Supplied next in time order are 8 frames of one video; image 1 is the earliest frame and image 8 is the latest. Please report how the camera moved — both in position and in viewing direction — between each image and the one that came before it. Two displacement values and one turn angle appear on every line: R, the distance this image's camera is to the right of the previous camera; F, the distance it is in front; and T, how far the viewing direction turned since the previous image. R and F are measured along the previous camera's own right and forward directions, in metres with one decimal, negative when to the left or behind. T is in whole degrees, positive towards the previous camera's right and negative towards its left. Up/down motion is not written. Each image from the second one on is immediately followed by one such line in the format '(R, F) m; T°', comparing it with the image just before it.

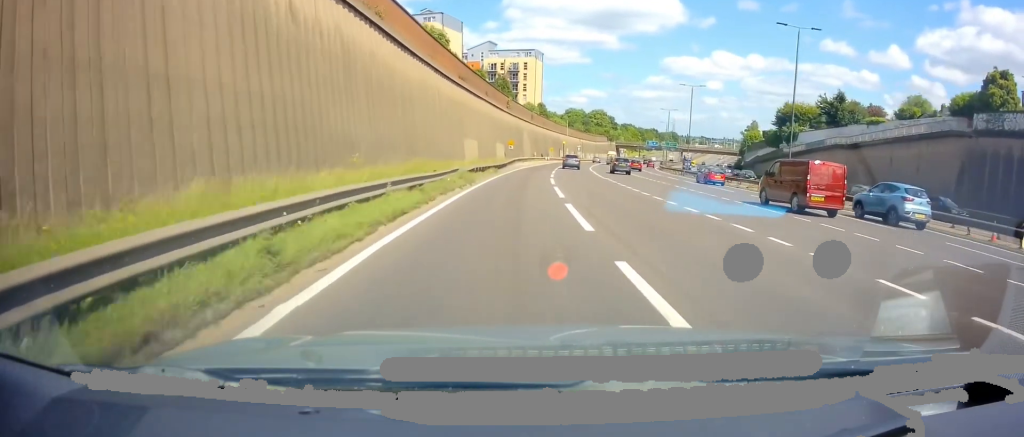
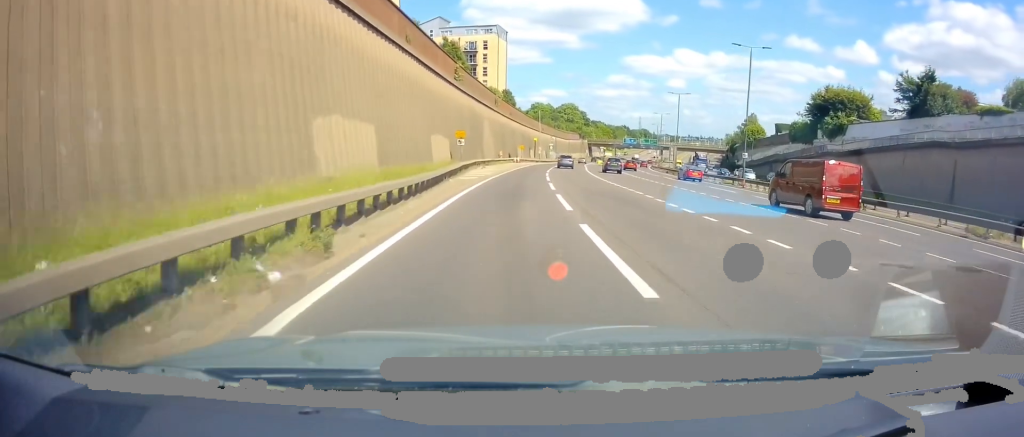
(0.0, +29.7) m; +1°
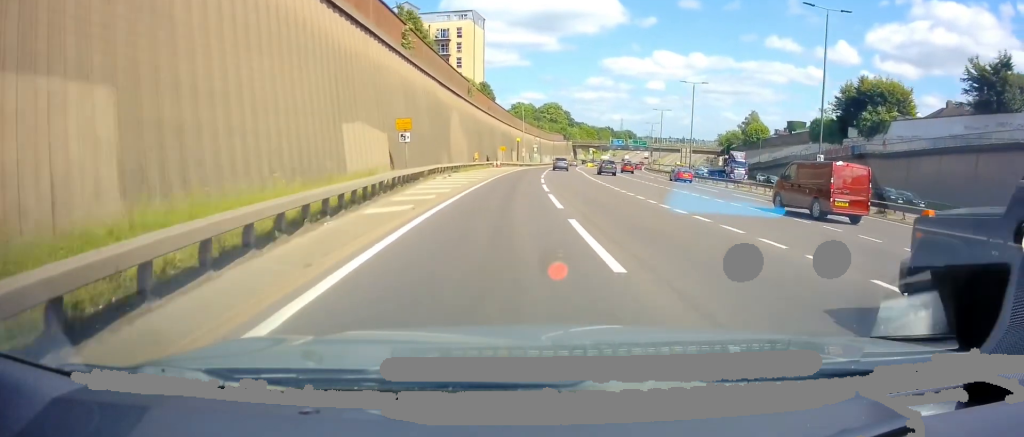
(+0.2, +15.6) m; +2°
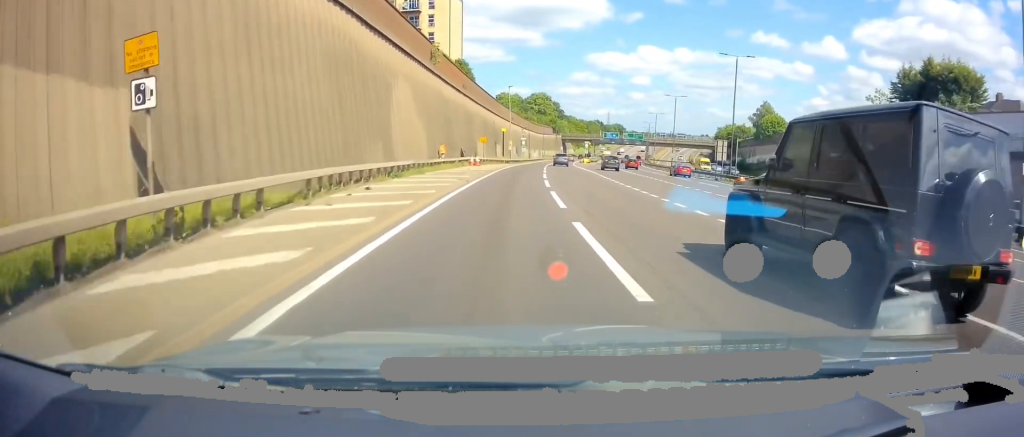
(+0.4, +17.8) m; +3°
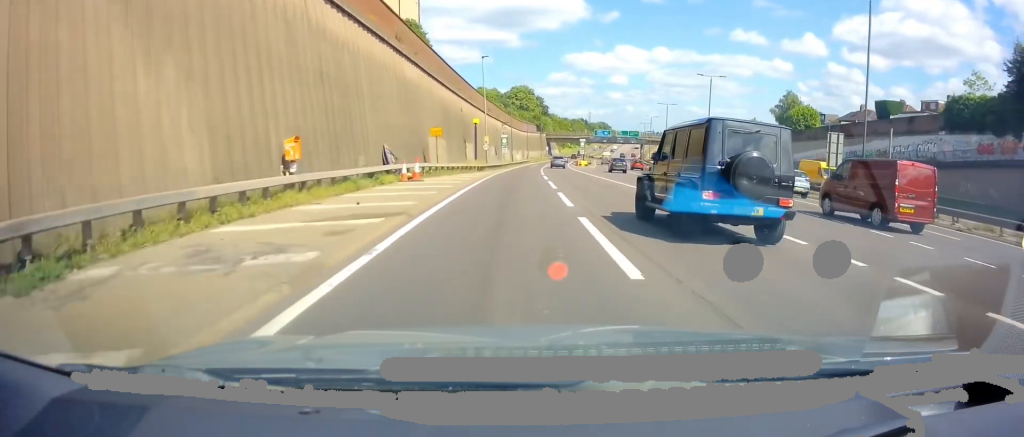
(+0.9, +24.6) m; +3°
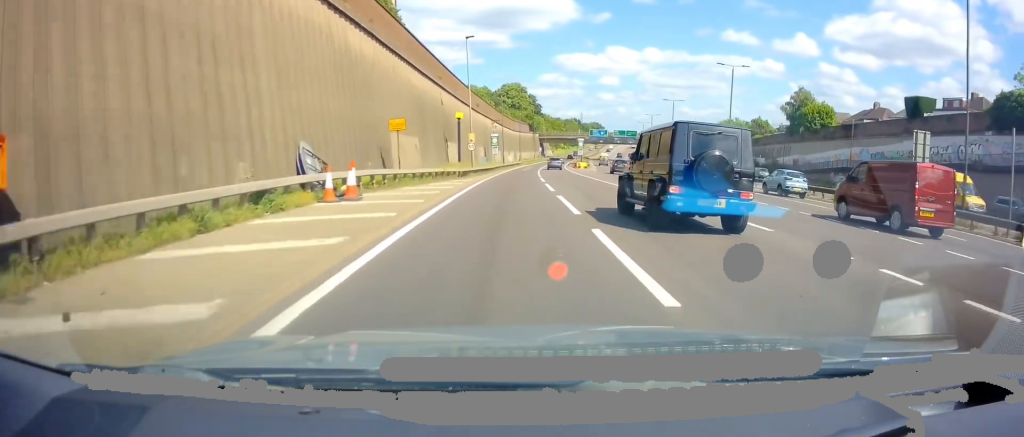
(+0.1, +9.3) m; +1°
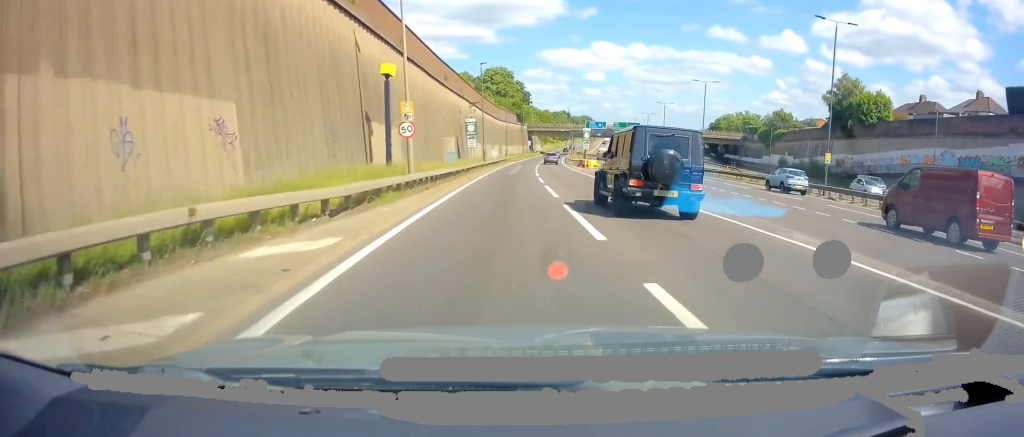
(0.0, +22.2) m; 0°
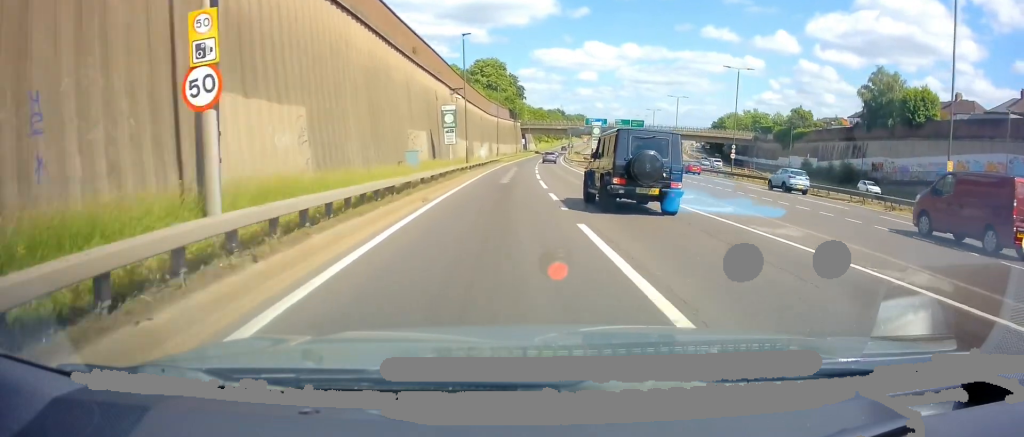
(-0.1, +13.5) m; +1°
